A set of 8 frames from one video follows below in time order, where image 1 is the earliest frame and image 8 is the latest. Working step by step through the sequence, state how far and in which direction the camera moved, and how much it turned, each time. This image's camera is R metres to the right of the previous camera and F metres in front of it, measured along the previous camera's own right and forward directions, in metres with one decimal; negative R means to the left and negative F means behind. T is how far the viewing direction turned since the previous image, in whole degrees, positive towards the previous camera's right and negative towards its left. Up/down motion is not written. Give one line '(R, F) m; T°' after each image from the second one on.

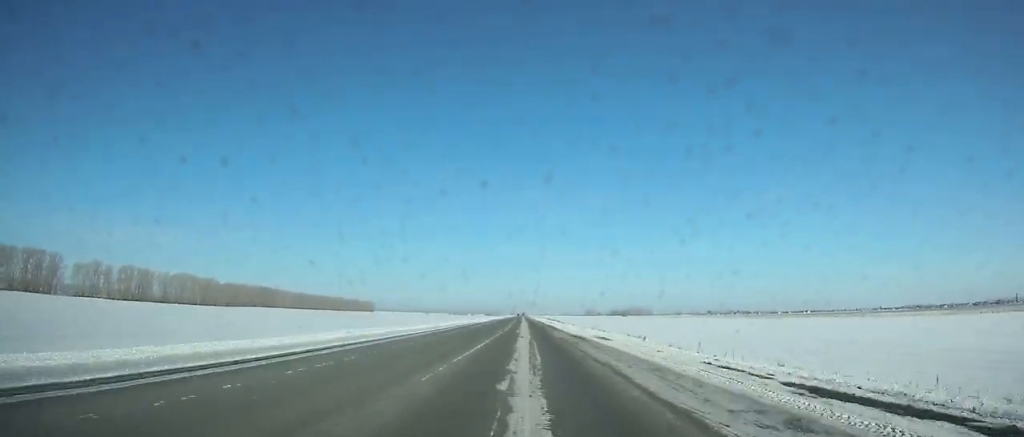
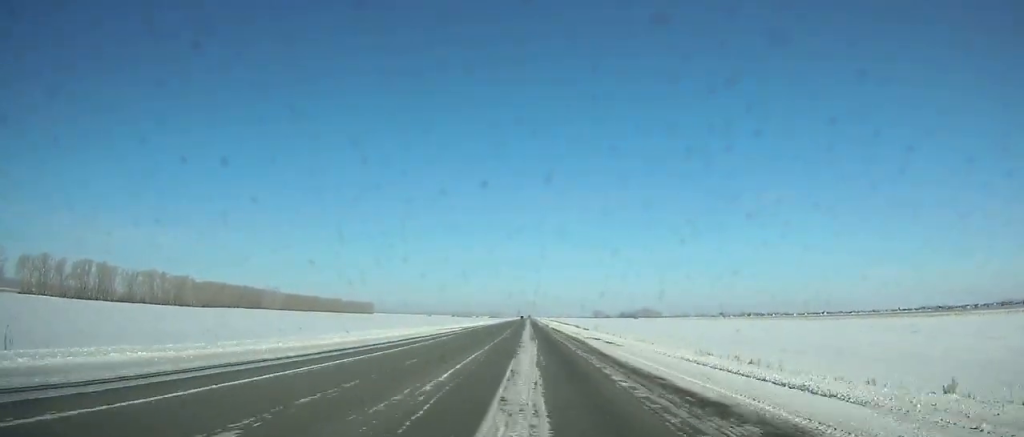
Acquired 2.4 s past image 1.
(+0.2, +61.7) m; 0°
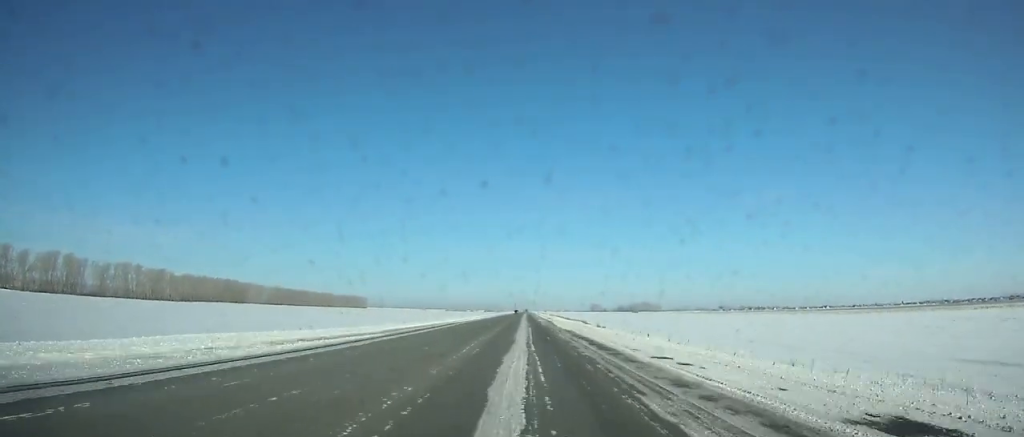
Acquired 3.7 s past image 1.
(-0.1, +34.2) m; 0°
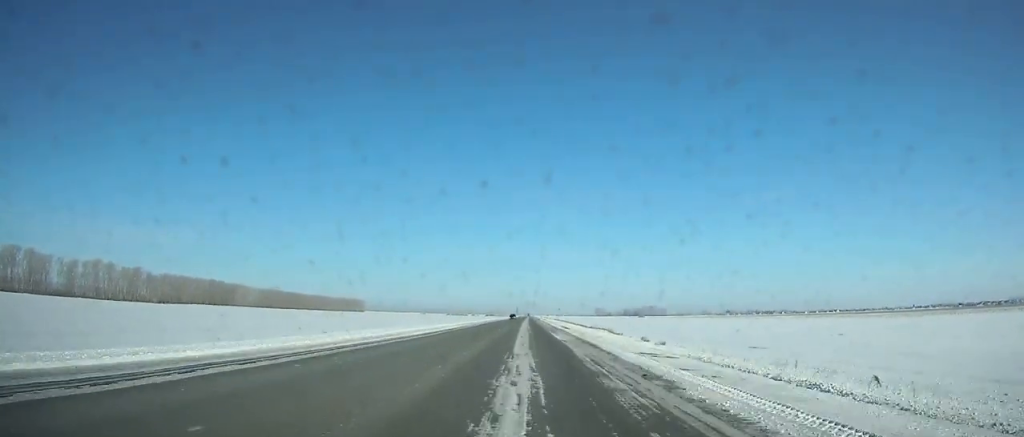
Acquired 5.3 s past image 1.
(-0.1, +42.1) m; 0°
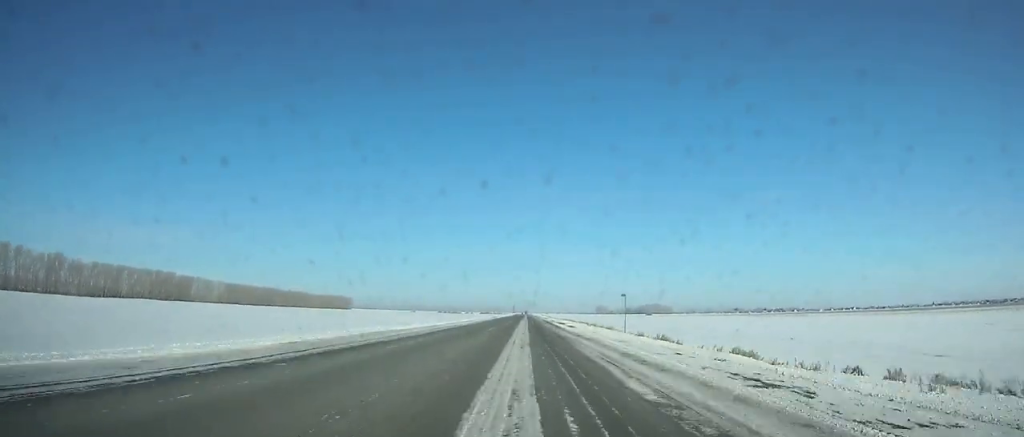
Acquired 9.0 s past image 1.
(0.0, +97.5) m; 0°
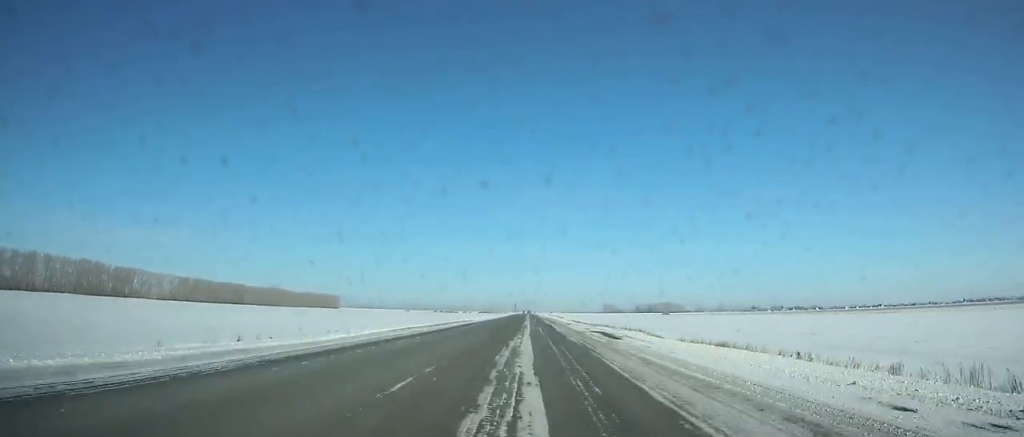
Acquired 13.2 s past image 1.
(+0.3, +105.5) m; 0°
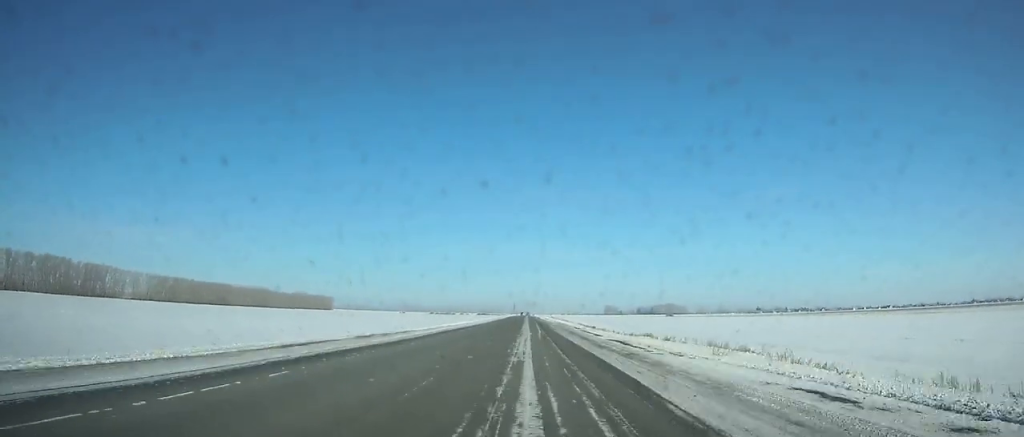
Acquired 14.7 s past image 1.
(0.0, +37.1) m; 0°
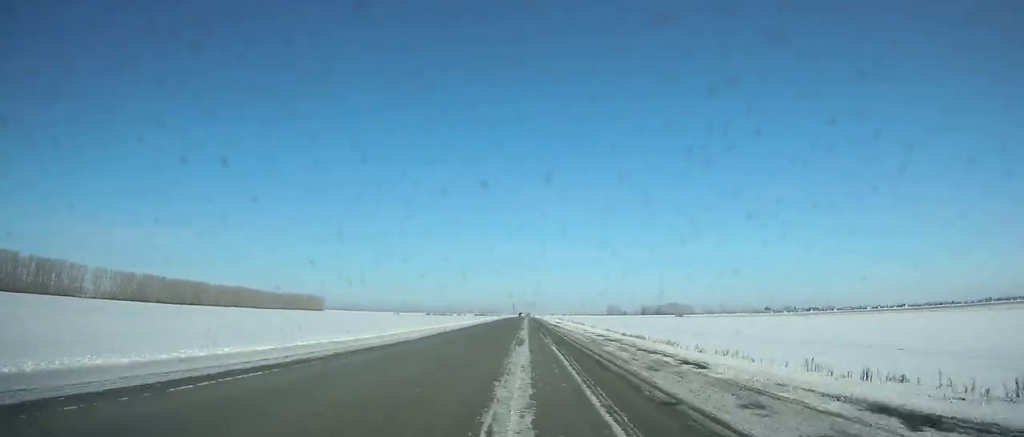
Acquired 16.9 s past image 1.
(0.0, +52.1) m; 0°
